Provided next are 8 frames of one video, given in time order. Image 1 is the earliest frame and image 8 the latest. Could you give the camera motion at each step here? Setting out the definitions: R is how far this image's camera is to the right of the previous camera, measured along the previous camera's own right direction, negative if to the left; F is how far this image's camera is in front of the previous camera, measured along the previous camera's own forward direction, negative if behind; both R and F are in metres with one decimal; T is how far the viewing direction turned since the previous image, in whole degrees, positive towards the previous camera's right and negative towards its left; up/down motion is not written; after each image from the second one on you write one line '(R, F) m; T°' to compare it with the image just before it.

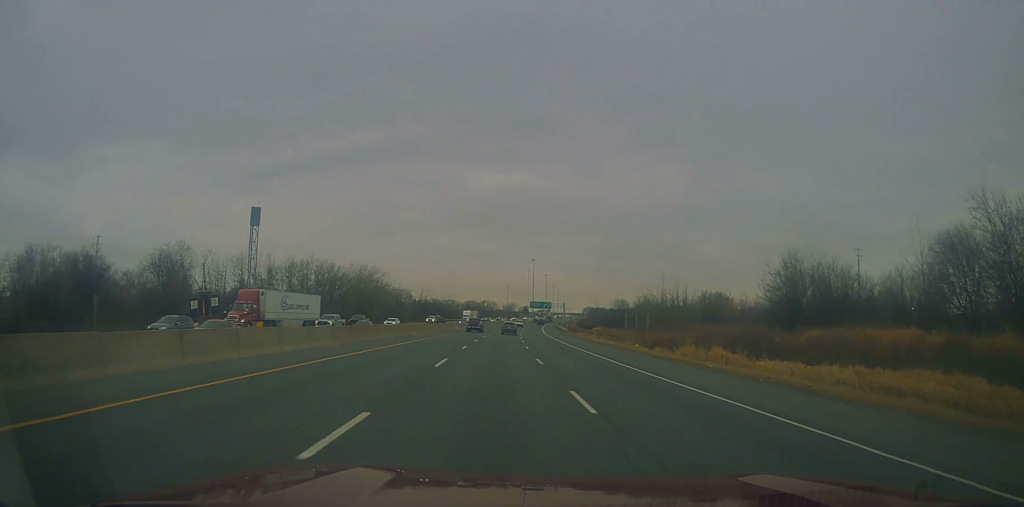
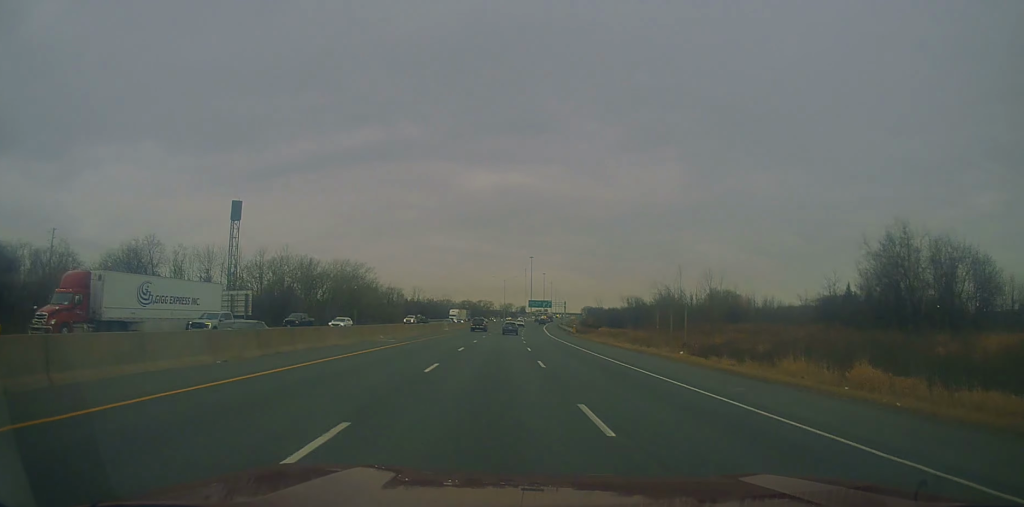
(+0.2, +14.3) m; 0°
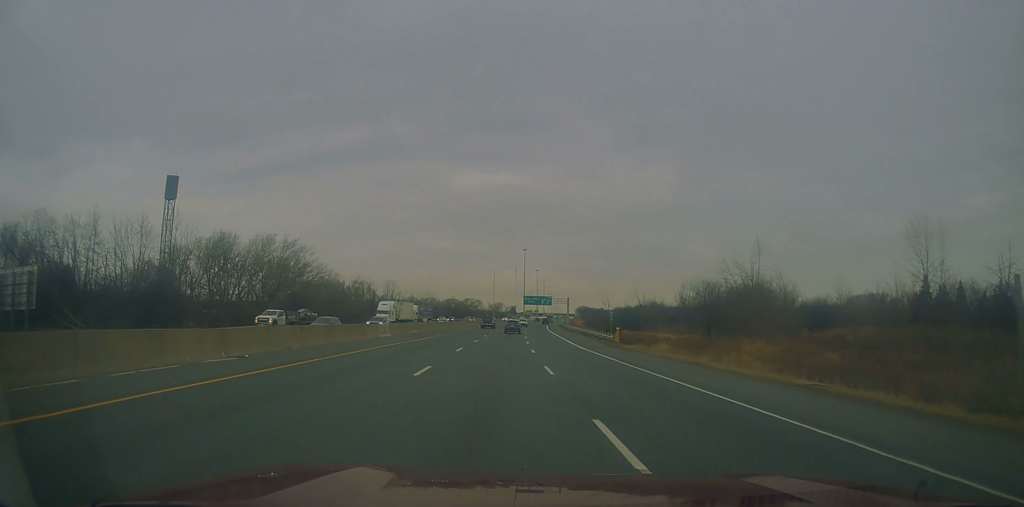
(-0.3, +38.9) m; +1°
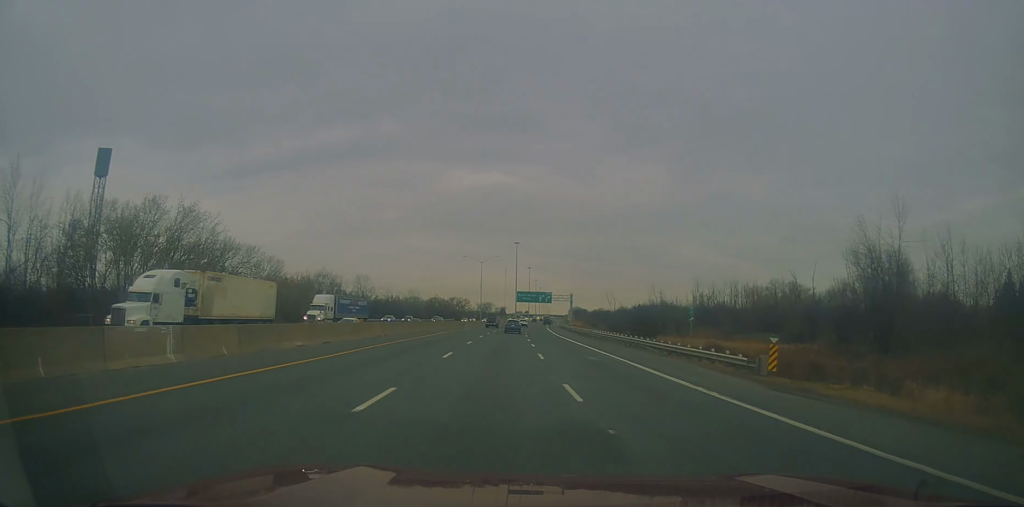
(+0.9, +30.8) m; +2°
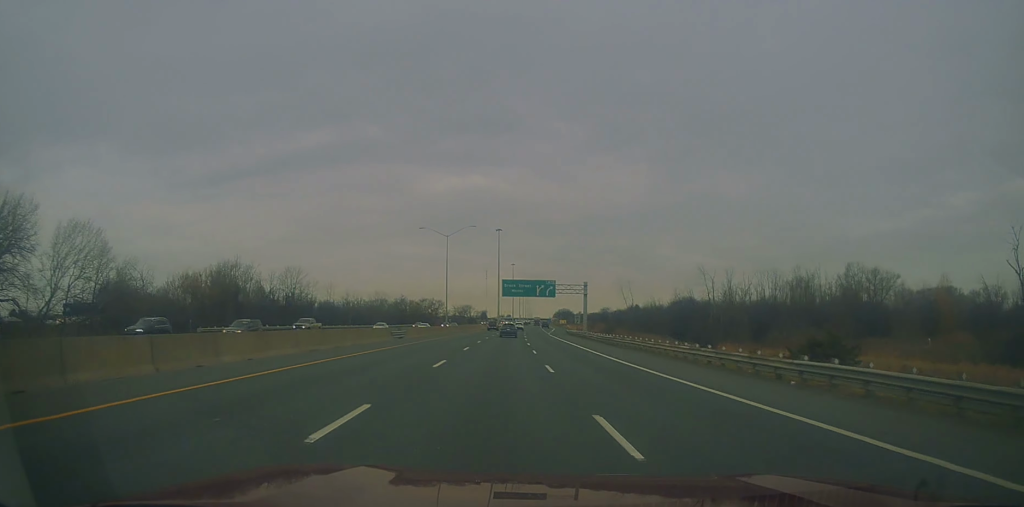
(0.0, +49.4) m; +1°
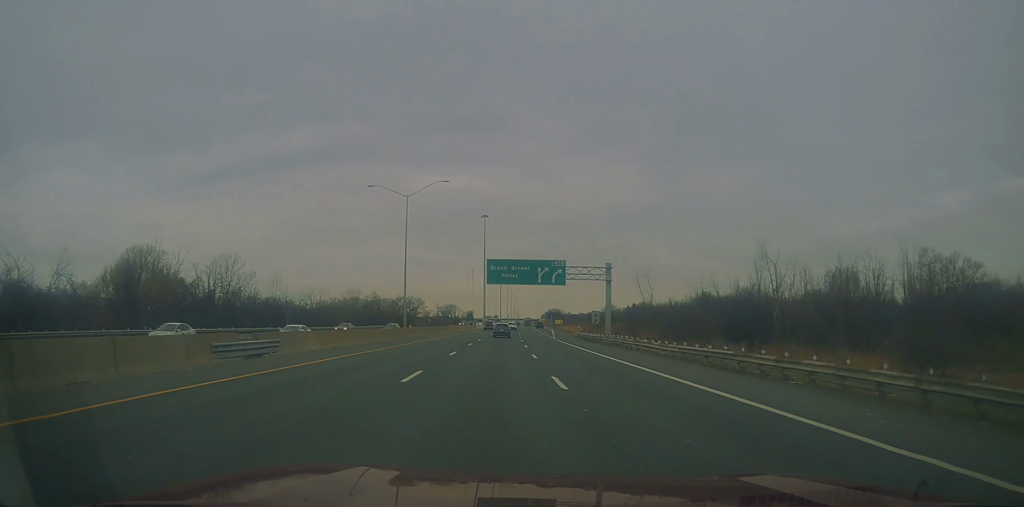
(+0.3, +29.4) m; +2°
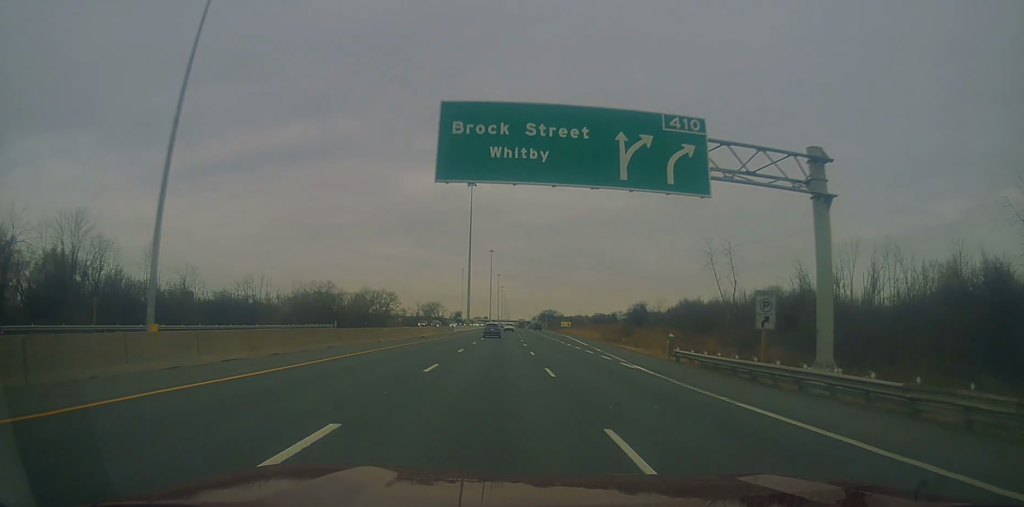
(+1.0, +45.2) m; +1°
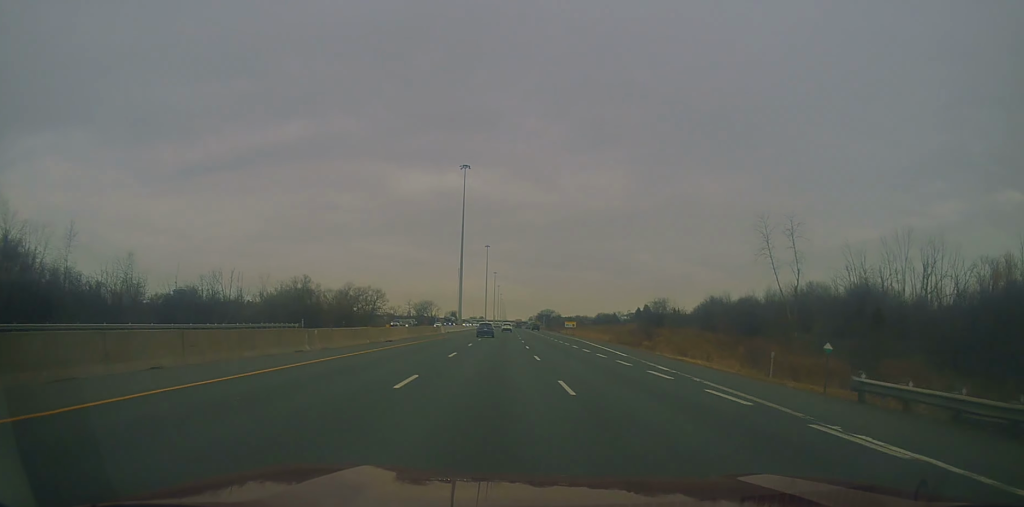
(-0.3, +17.0) m; +1°
